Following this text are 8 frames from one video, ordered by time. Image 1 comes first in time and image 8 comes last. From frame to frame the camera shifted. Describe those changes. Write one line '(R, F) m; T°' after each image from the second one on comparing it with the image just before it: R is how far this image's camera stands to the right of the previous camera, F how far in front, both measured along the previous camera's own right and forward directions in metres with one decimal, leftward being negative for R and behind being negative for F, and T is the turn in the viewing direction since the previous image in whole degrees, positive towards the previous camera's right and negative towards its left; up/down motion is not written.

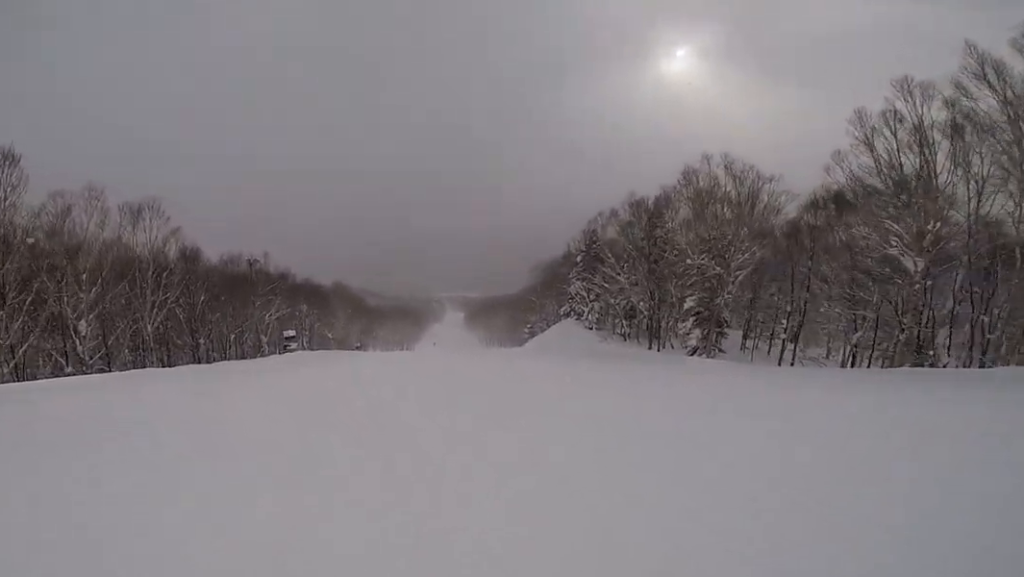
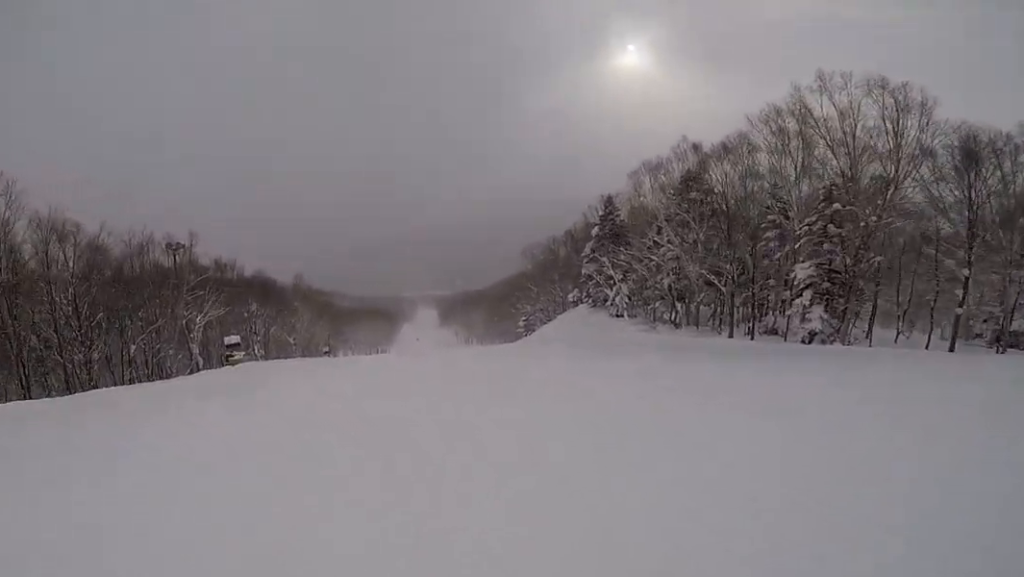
(+0.2, +12.9) m; -4°
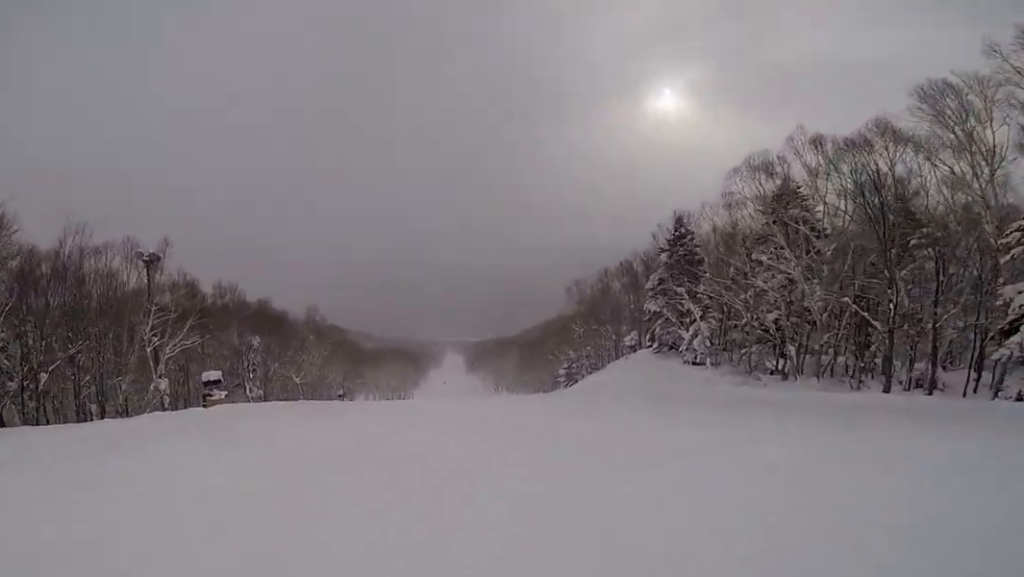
(-0.5, +8.7) m; 0°
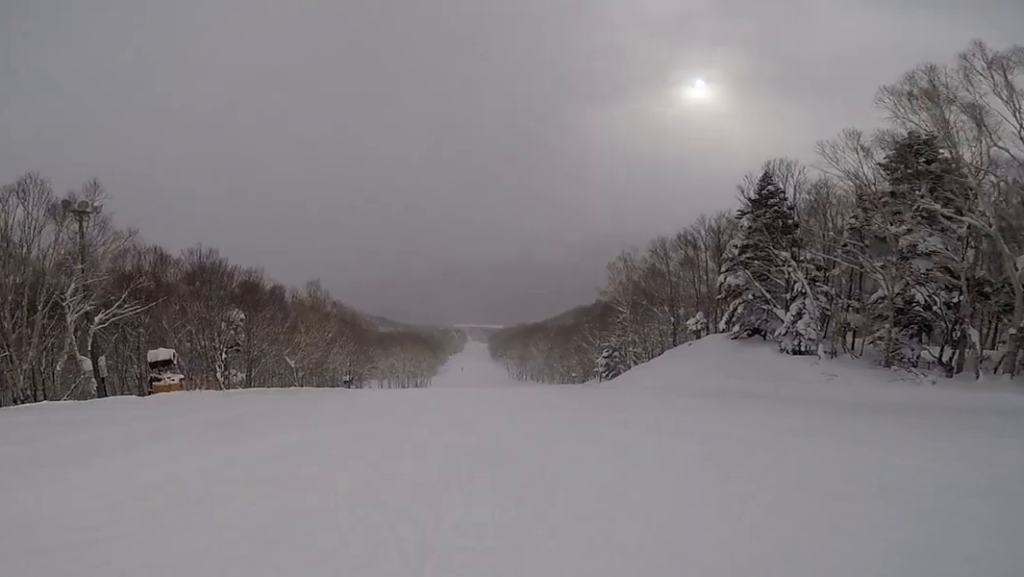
(+0.3, +8.6) m; +2°
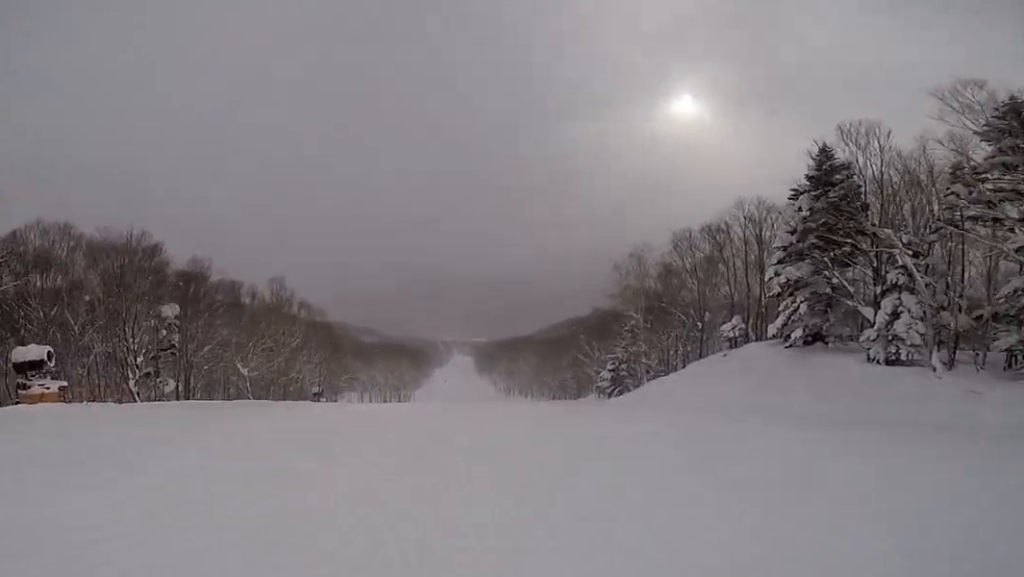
(+0.2, +7.8) m; -1°
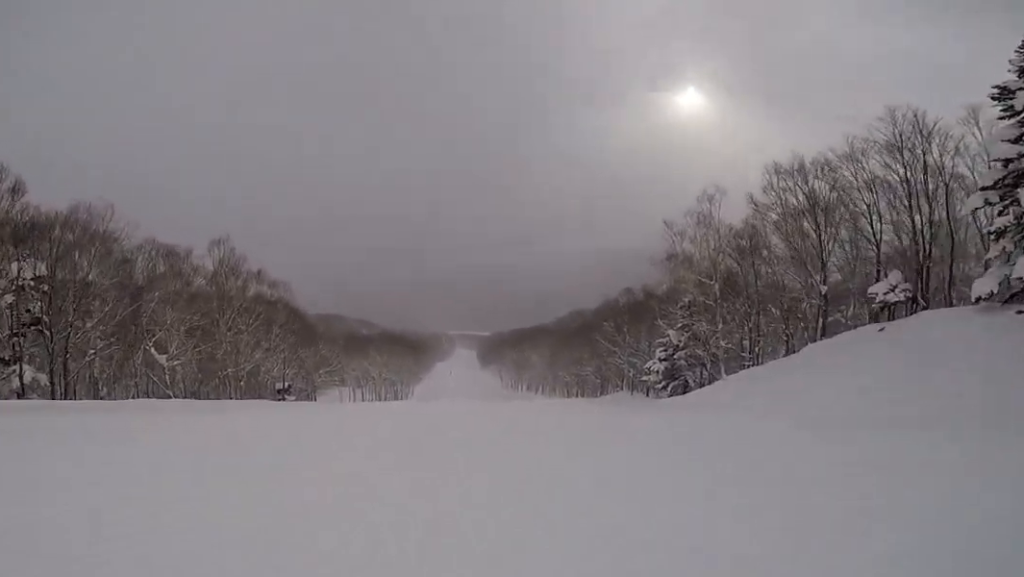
(-0.6, +12.2) m; -5°
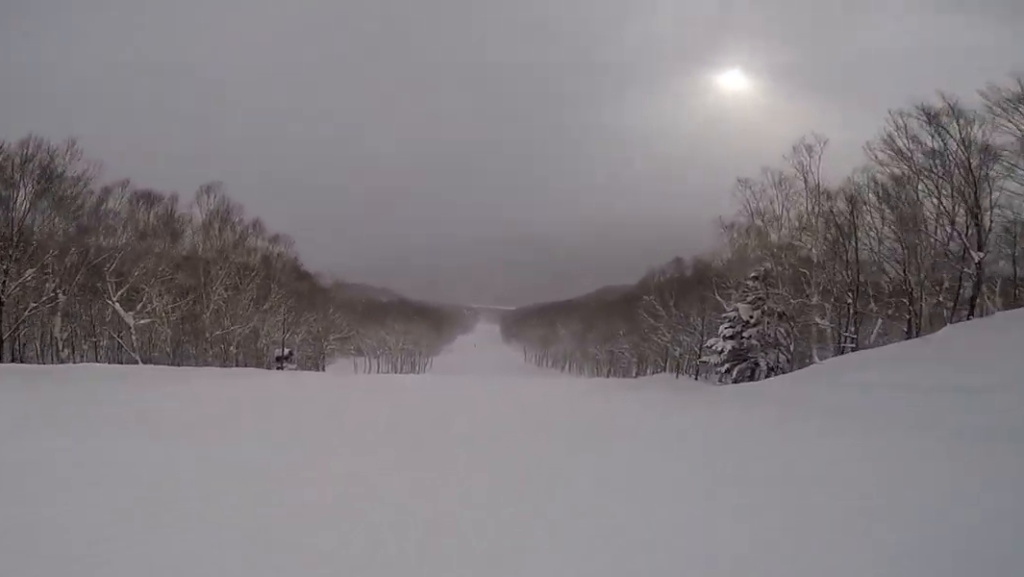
(-0.7, +5.6) m; 0°
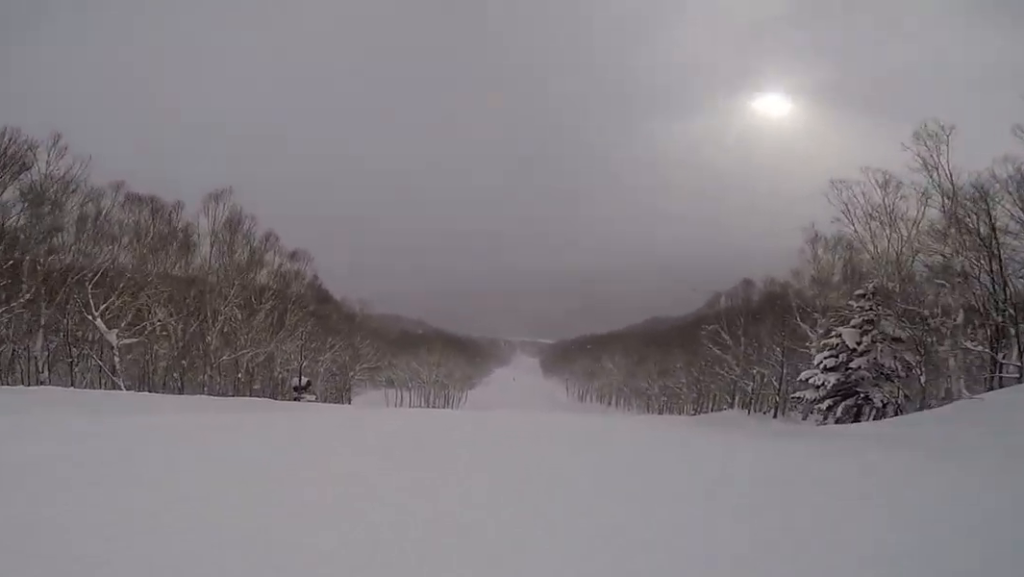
(+0.3, +4.9) m; -1°
